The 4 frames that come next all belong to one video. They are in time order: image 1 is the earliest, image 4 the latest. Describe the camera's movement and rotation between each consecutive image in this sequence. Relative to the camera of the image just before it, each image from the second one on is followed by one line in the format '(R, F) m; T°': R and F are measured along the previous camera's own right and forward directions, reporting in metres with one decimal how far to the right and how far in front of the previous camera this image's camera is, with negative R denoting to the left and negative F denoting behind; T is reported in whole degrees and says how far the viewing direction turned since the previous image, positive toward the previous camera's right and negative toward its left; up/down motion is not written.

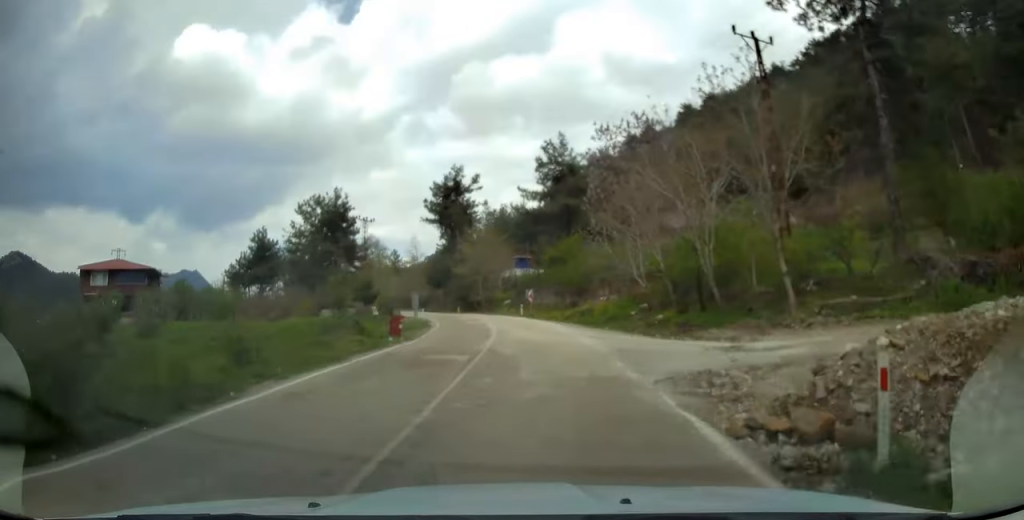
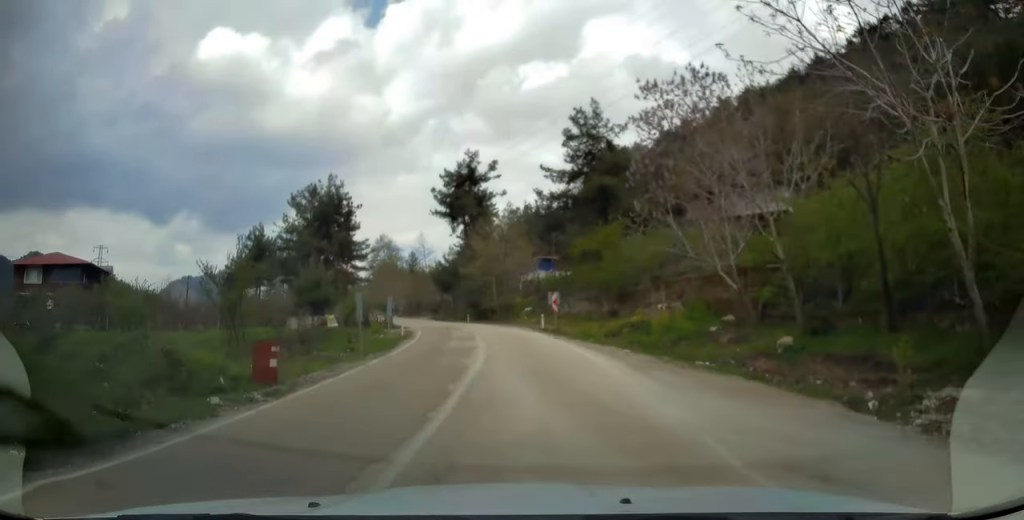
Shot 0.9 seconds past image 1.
(-0.1, +14.4) m; -2°
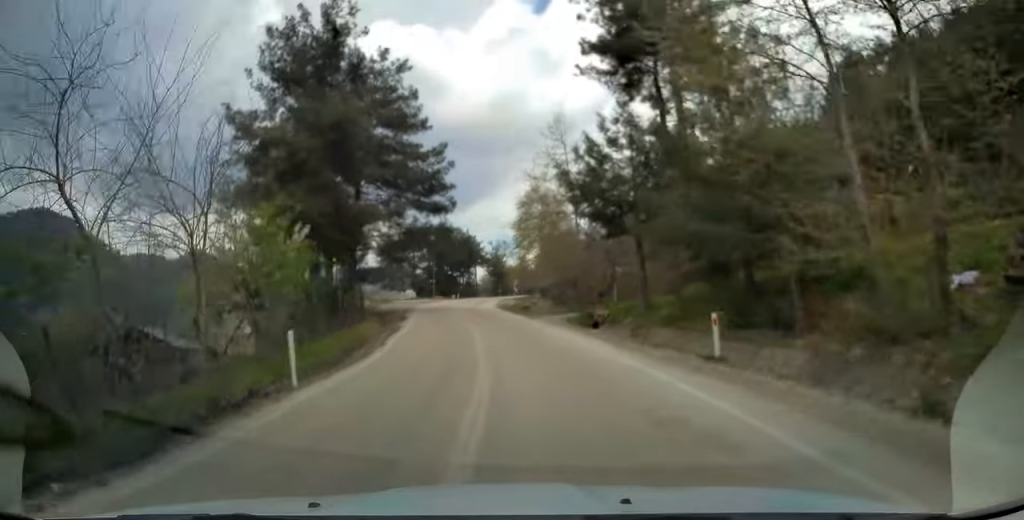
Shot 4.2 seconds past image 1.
(-7.5, +50.6) m; -18°
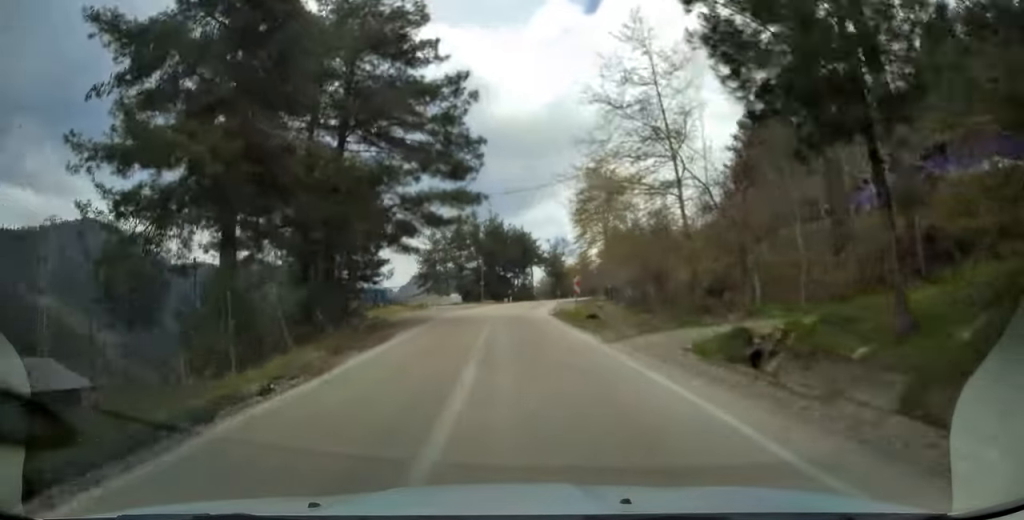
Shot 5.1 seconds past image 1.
(-0.7, +14.5) m; -5°
